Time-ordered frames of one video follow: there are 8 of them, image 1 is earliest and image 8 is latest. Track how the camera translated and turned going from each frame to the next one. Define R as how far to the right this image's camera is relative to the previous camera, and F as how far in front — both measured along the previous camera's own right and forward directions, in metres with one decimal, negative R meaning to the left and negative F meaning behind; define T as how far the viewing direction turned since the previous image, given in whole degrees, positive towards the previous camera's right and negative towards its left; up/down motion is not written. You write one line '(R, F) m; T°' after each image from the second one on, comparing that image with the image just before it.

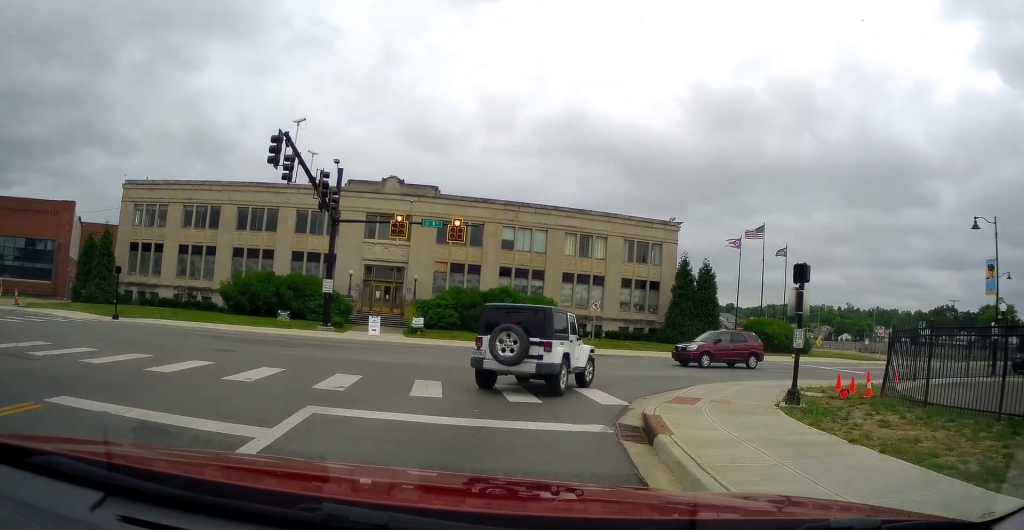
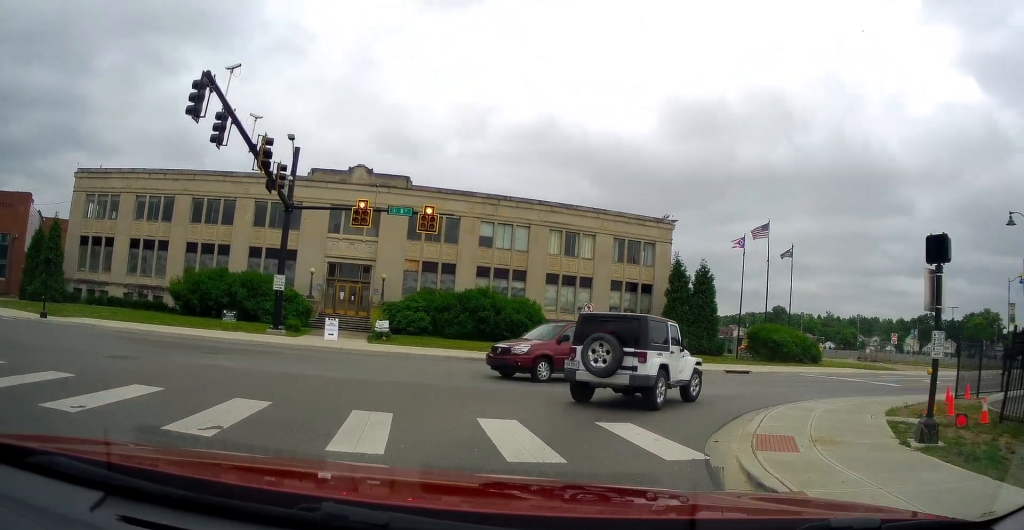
(+0.3, +4.9) m; +9°
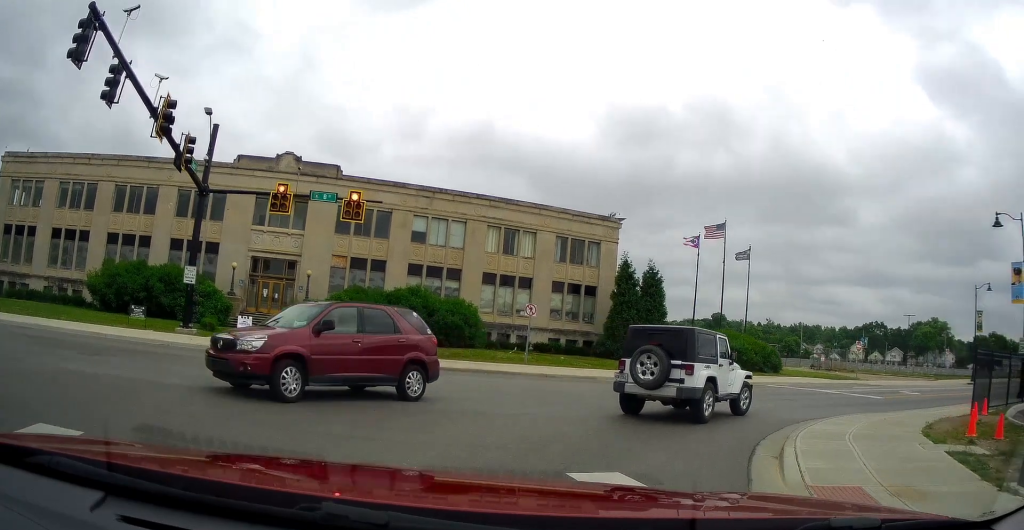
(+0.4, +3.4) m; +5°
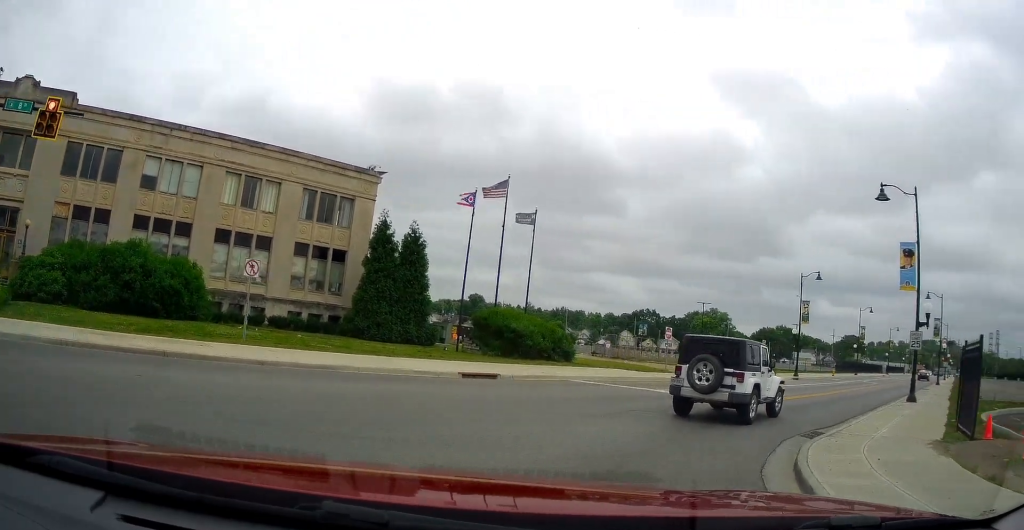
(+1.0, +7.8) m; +25°
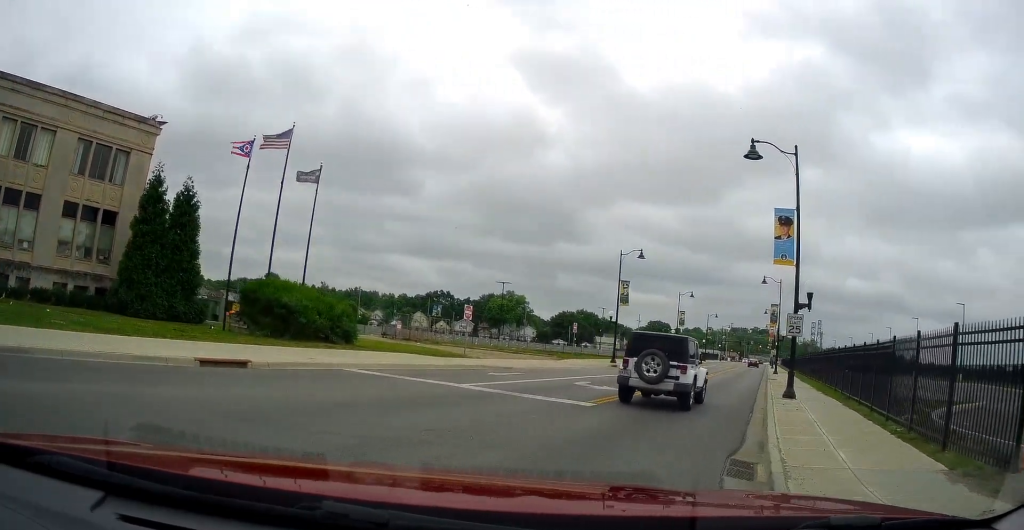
(+1.2, +5.1) m; +21°
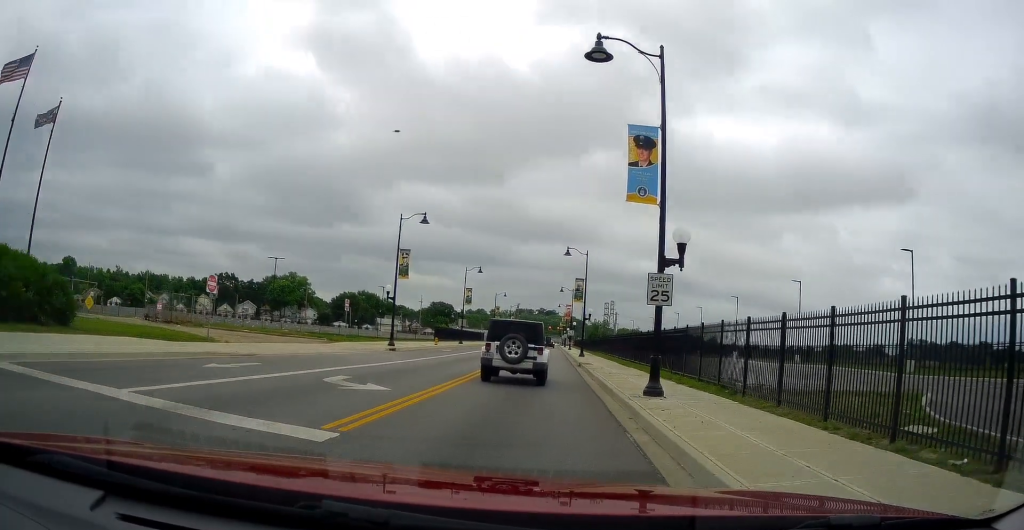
(+1.1, +7.3) m; +10°
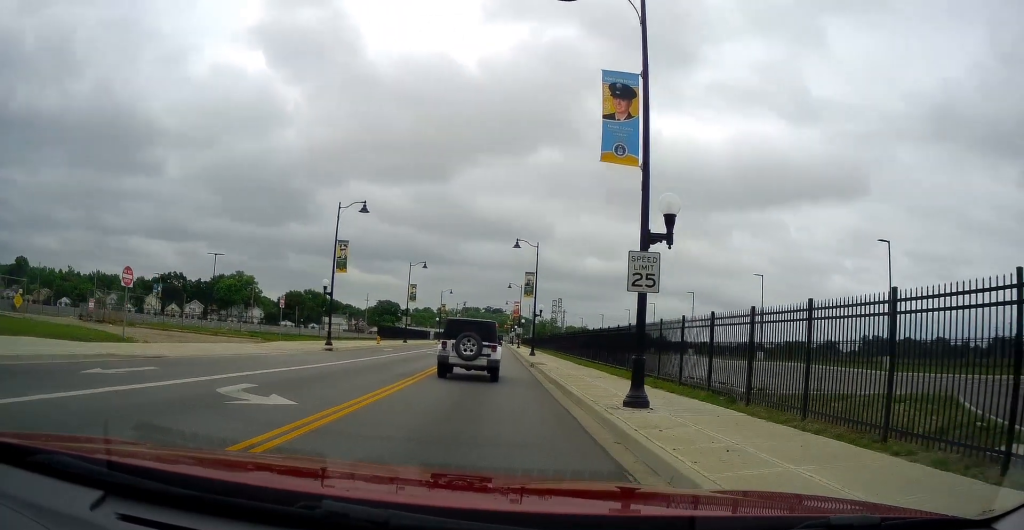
(-0.1, +3.2) m; +2°
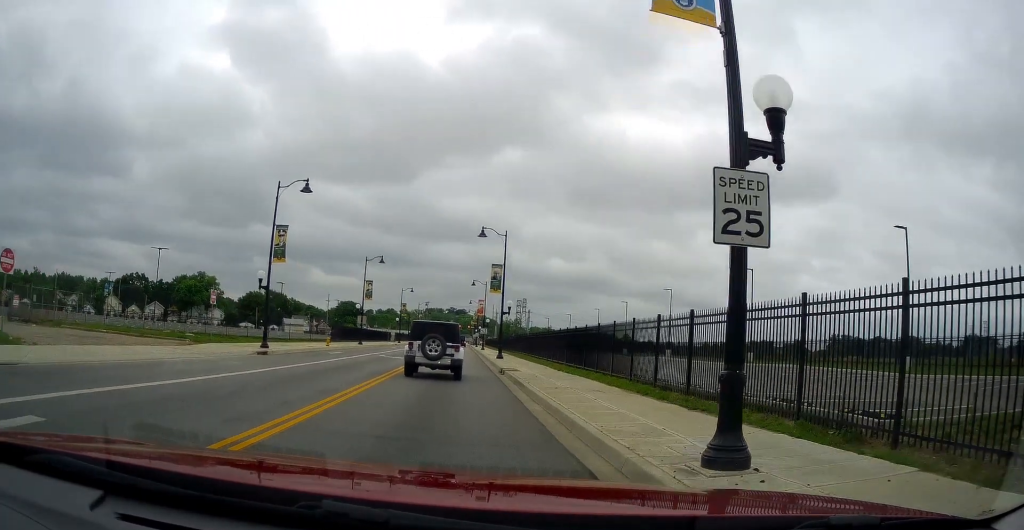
(+0.3, +6.1) m; +2°
